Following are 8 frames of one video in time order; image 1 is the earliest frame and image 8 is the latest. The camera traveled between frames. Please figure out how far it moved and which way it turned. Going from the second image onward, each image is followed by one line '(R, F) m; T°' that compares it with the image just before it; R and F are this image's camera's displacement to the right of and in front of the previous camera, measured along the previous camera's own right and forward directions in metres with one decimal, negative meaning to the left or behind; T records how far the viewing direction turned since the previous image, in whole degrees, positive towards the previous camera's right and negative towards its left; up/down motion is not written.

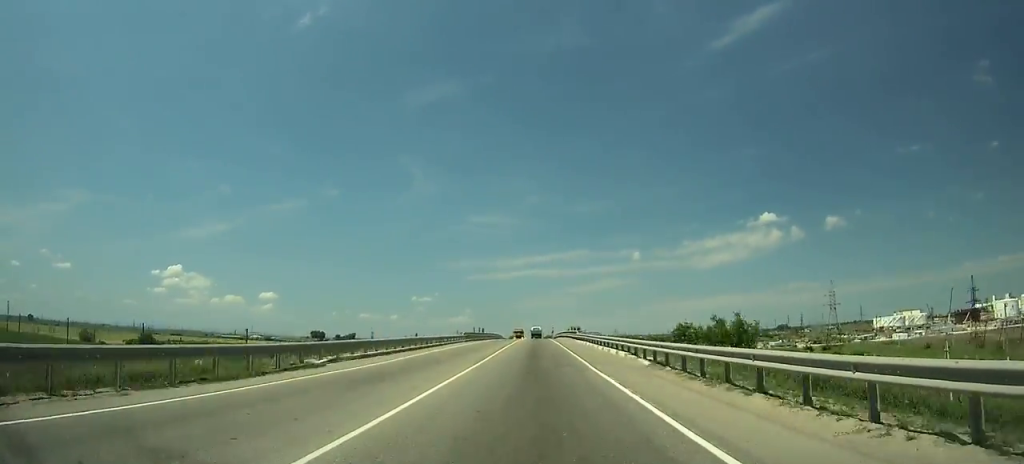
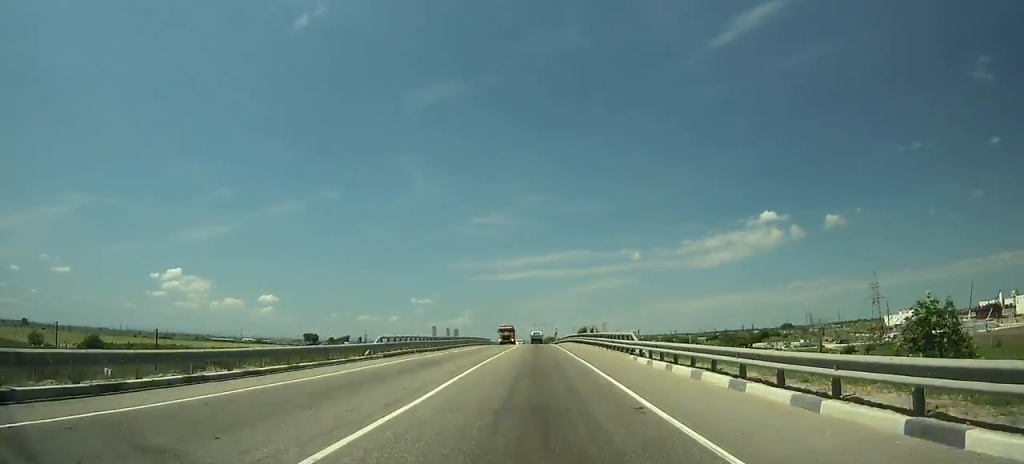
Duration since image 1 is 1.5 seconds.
(0.0, +34.4) m; 0°
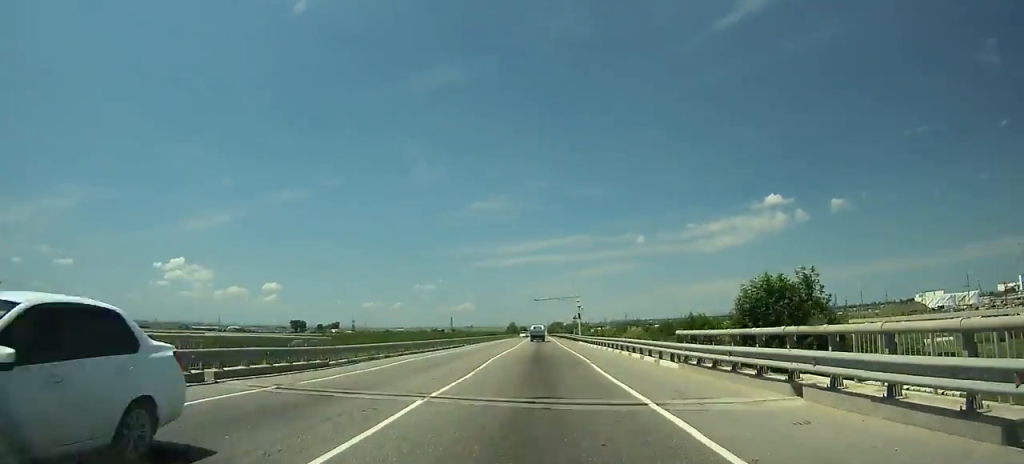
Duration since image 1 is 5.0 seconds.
(-0.2, +78.3) m; 0°
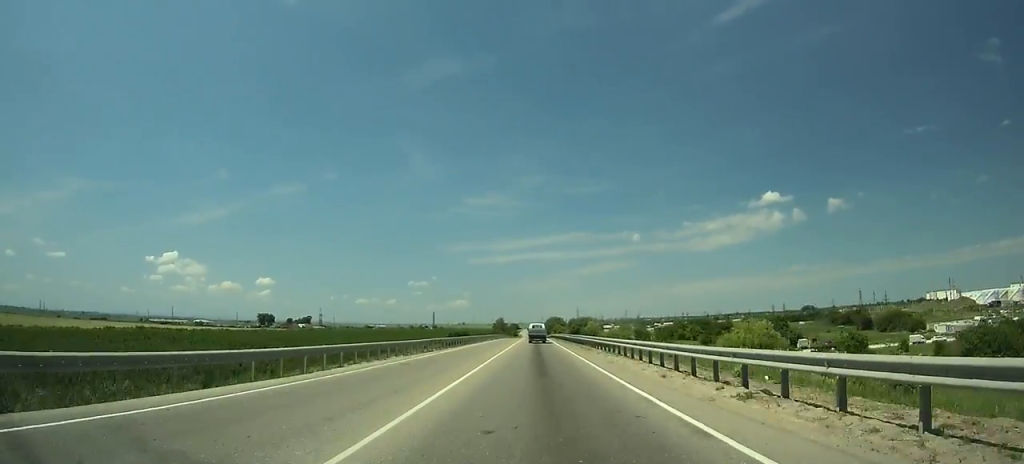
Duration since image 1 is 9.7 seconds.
(+0.3, +101.2) m; +1°
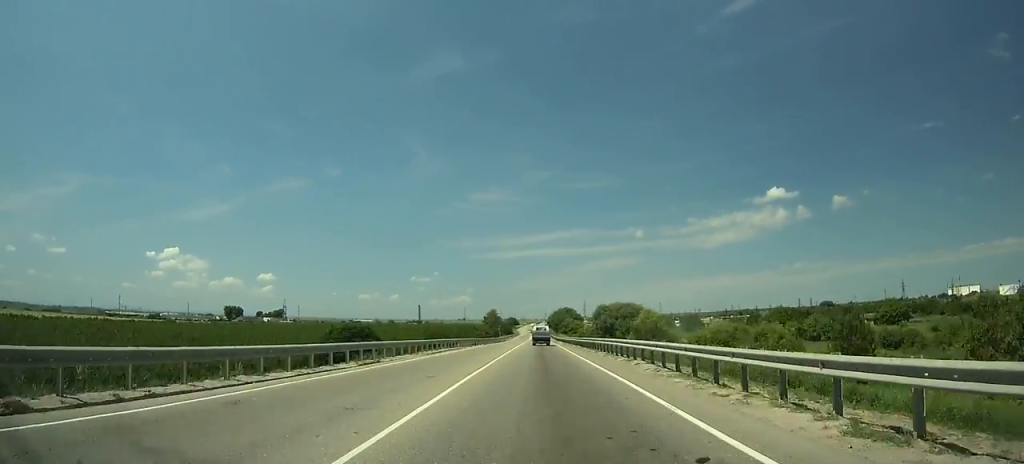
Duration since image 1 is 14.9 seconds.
(-0.1, +108.6) m; 0°
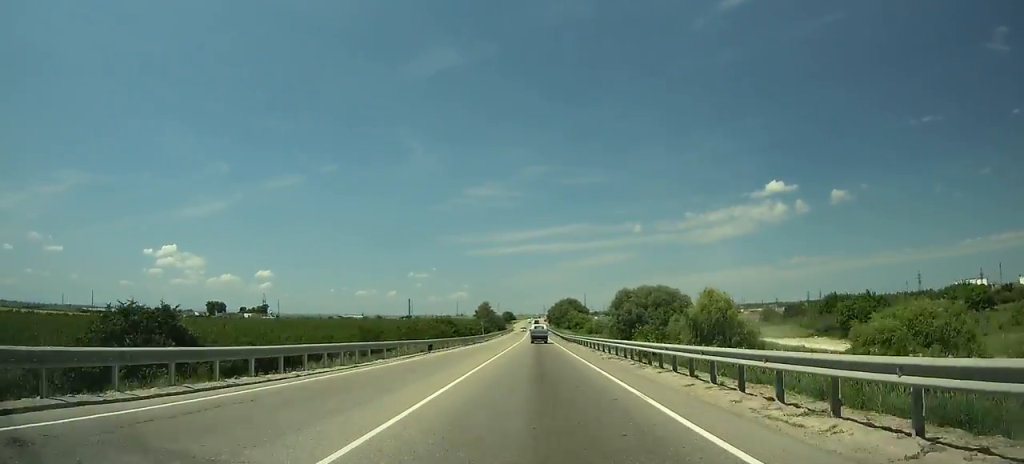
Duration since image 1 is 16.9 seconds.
(+0.1, +41.6) m; 0°
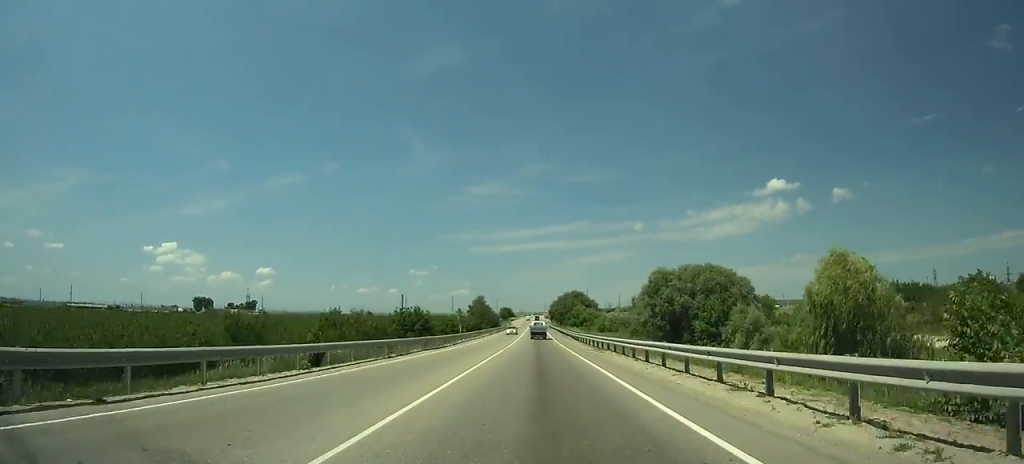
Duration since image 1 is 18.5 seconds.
(+0.2, +33.3) m; 0°
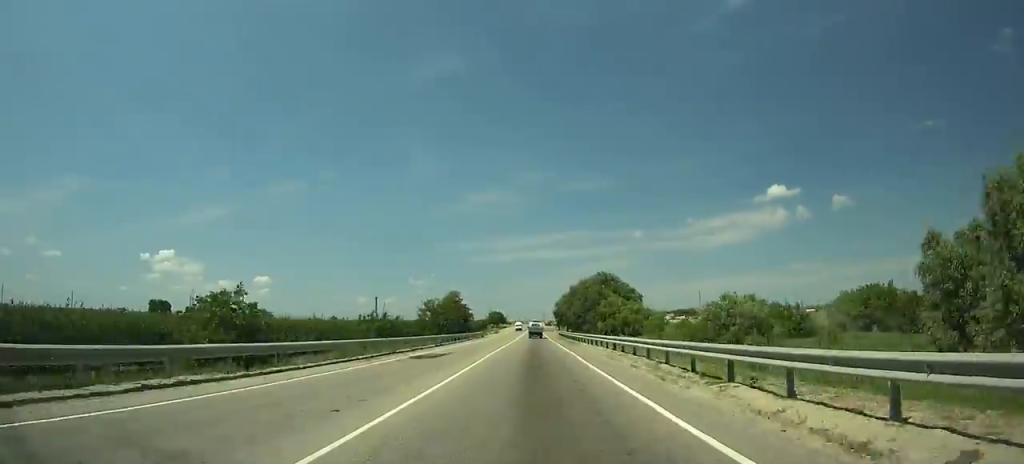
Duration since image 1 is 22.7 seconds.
(-0.1, +88.3) m; 0°
